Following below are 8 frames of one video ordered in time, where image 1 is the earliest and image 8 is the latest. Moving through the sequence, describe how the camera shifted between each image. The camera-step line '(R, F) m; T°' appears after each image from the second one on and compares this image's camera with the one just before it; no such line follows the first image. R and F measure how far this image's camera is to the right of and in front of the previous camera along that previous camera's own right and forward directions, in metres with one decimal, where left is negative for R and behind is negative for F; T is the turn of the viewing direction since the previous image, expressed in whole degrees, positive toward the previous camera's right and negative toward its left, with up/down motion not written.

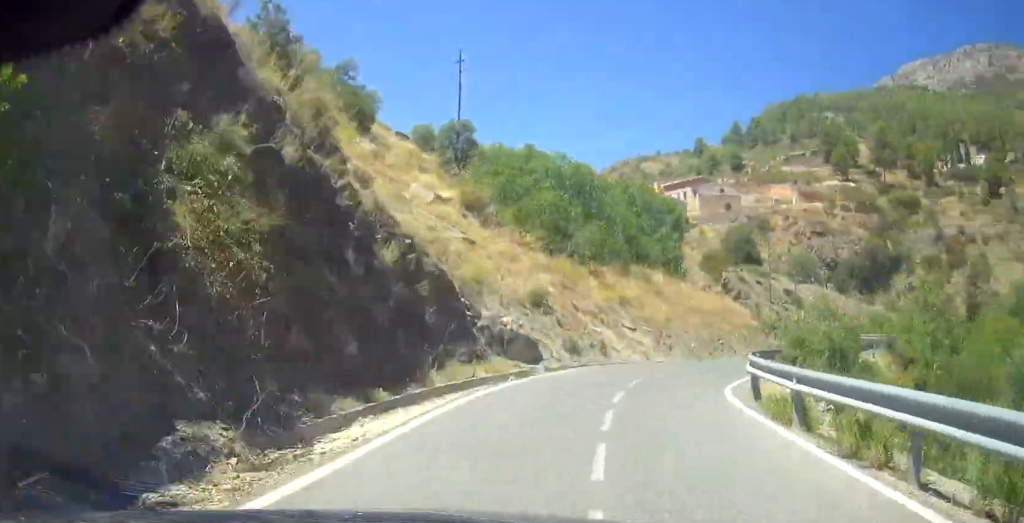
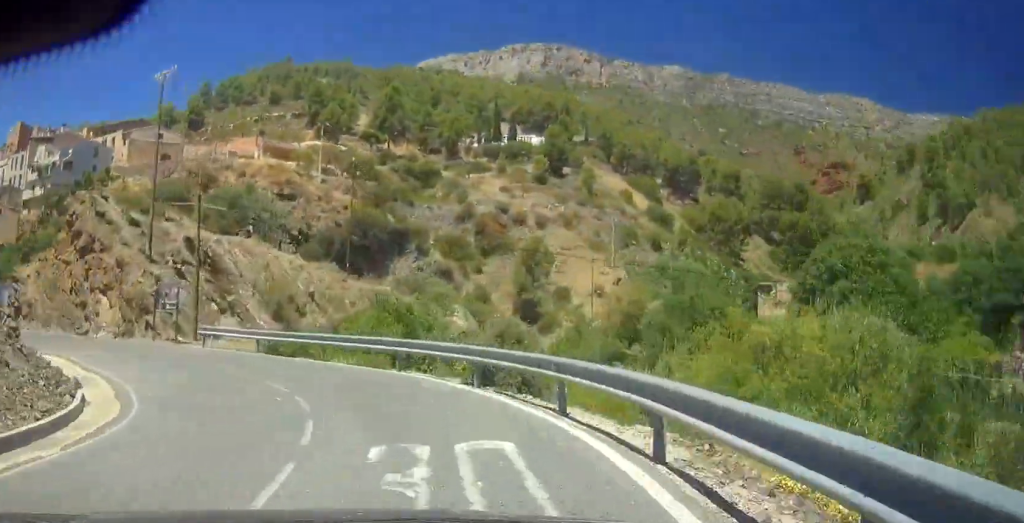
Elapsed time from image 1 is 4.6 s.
(+13.3, +34.5) m; +6°
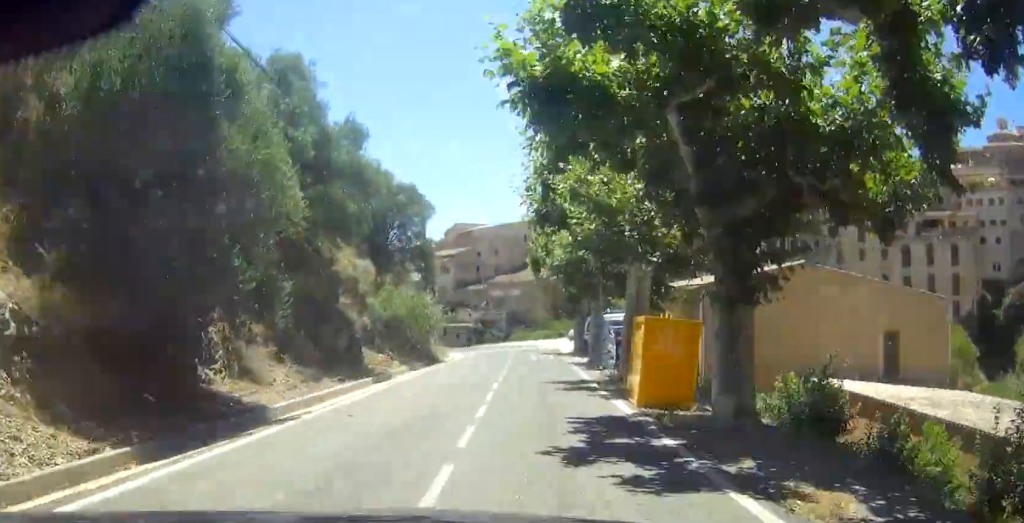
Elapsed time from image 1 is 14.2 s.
(-38.1, +30.9) m; -99°
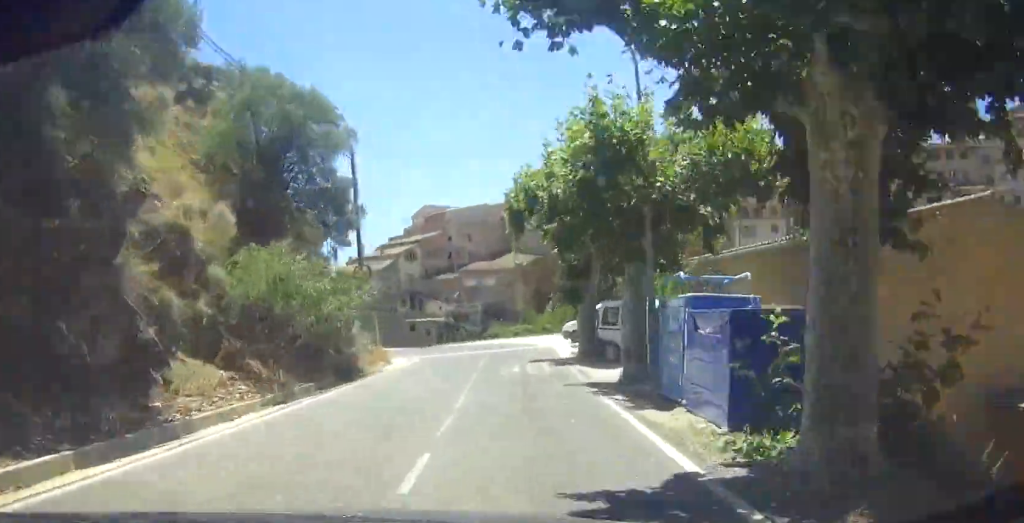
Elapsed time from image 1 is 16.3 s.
(-1.8, +12.3) m; -10°
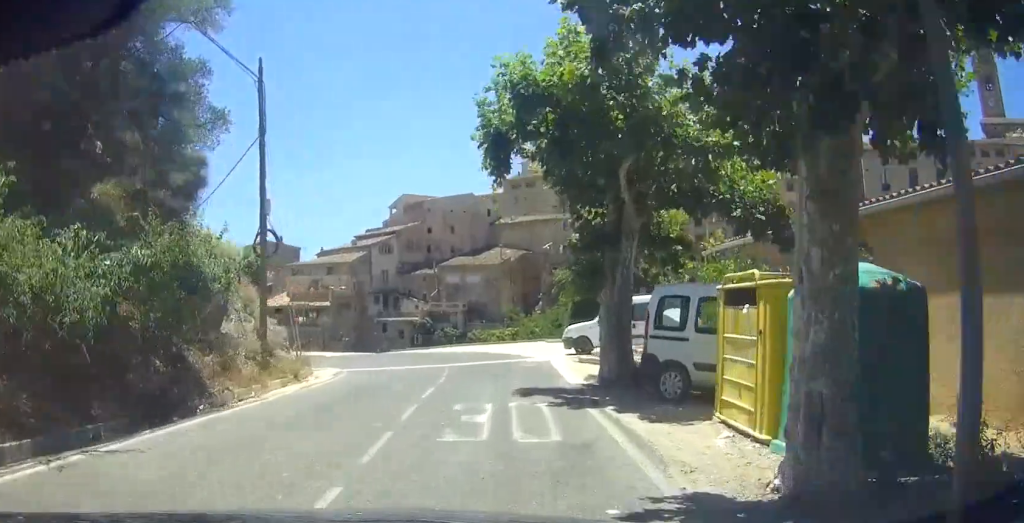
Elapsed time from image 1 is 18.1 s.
(+0.2, +10.0) m; -4°
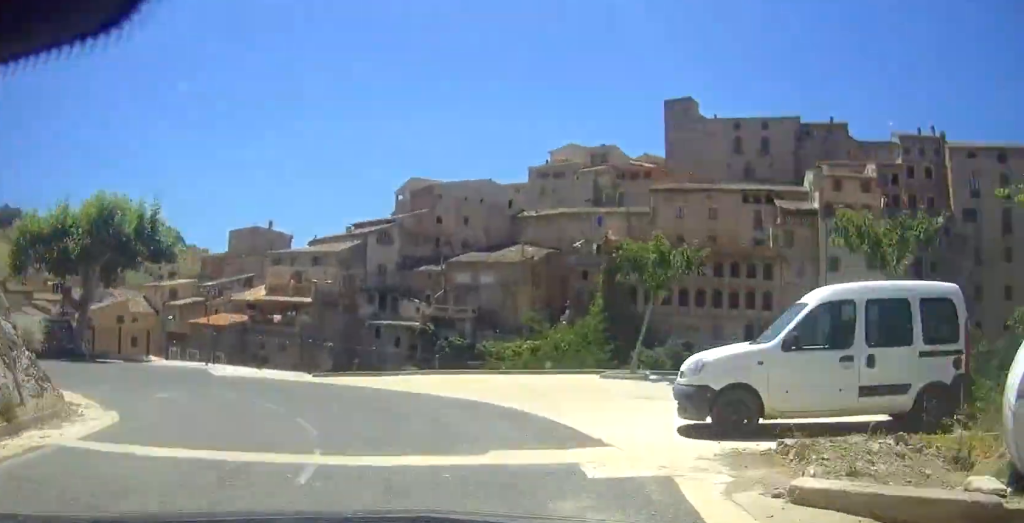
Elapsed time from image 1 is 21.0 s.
(-0.8, +15.5) m; -13°
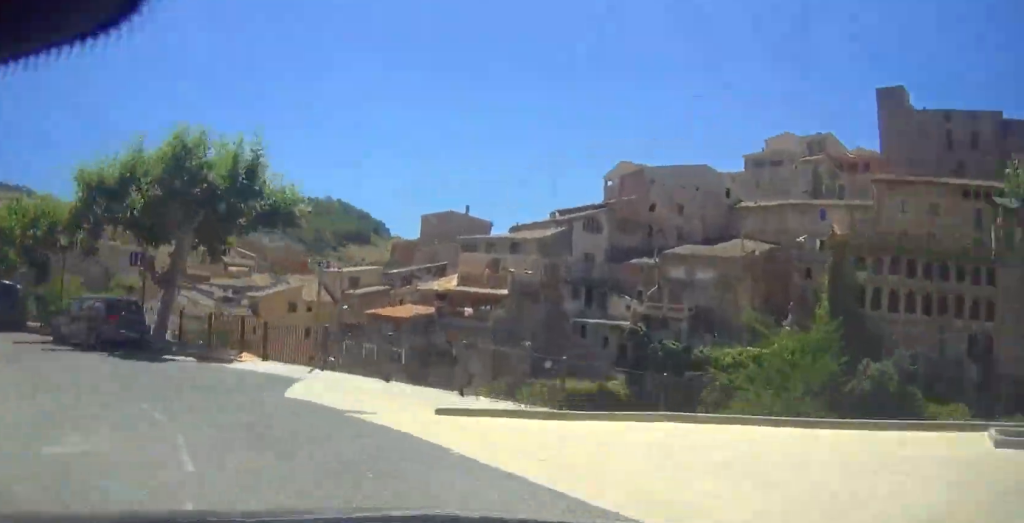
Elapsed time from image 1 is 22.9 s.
(+0.3, +10.0) m; -14°
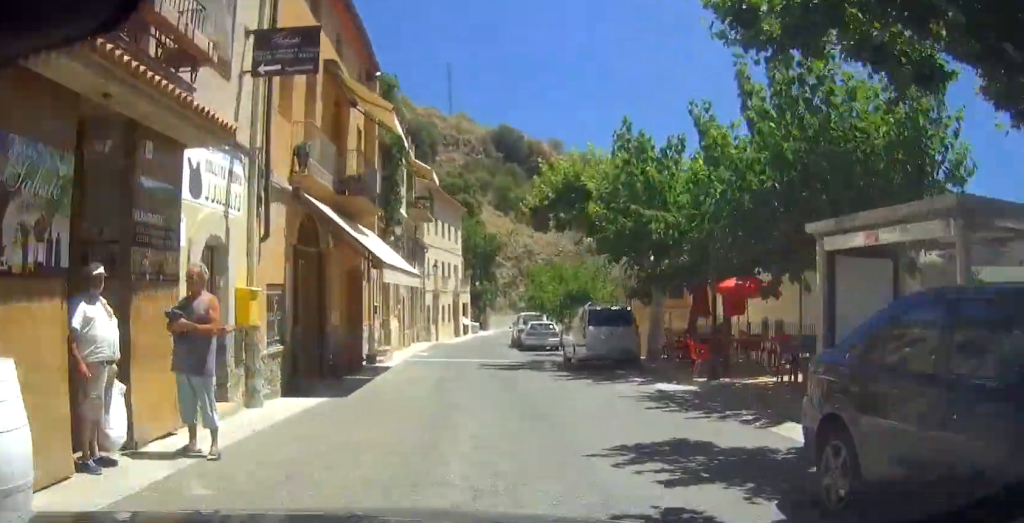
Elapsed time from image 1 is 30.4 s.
(-17.9, +33.2) m; -39°
